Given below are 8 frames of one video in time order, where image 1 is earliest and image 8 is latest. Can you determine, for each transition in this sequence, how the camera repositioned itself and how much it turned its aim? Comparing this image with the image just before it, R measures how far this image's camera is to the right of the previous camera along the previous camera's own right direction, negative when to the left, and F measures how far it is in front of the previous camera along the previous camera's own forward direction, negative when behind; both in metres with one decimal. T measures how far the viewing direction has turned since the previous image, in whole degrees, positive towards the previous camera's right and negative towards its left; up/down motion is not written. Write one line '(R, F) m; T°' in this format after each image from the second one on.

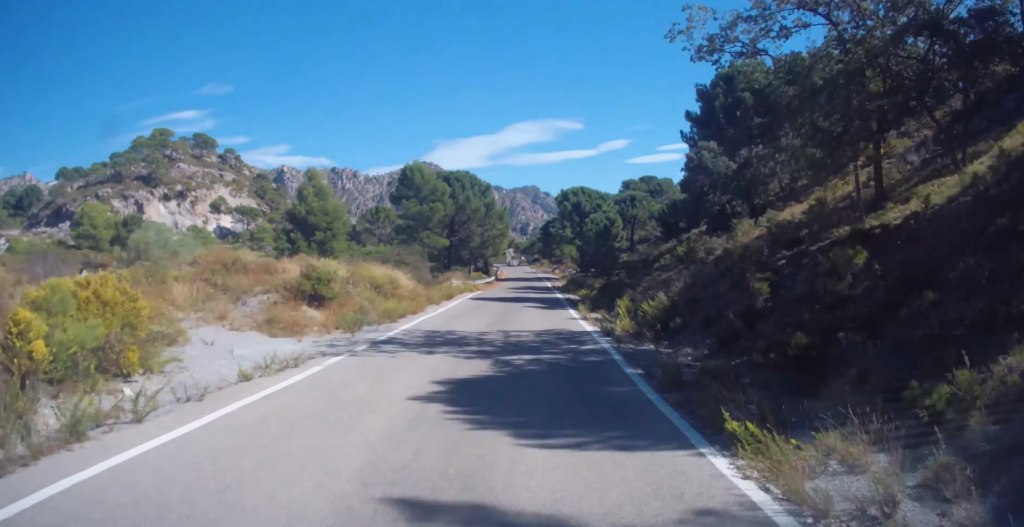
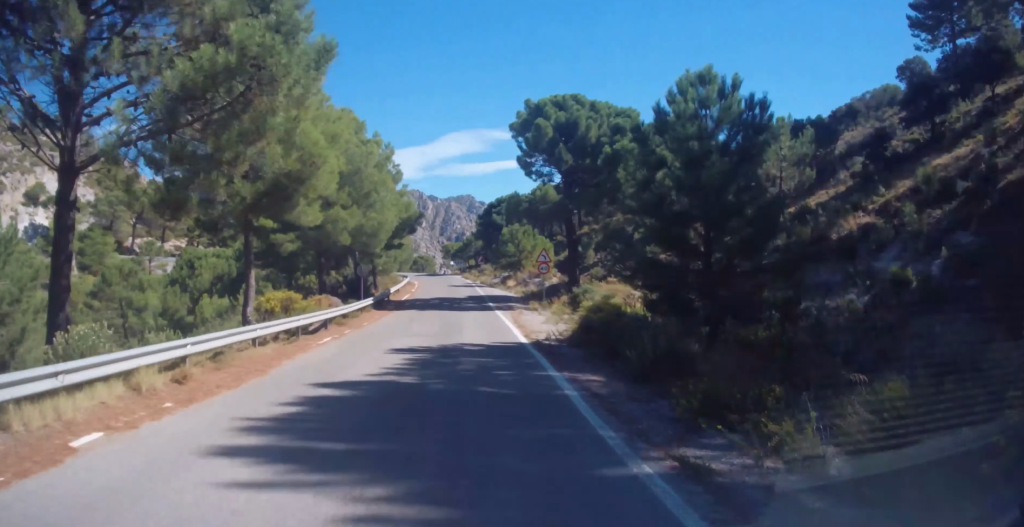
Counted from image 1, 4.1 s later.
(+0.8, +39.6) m; -10°
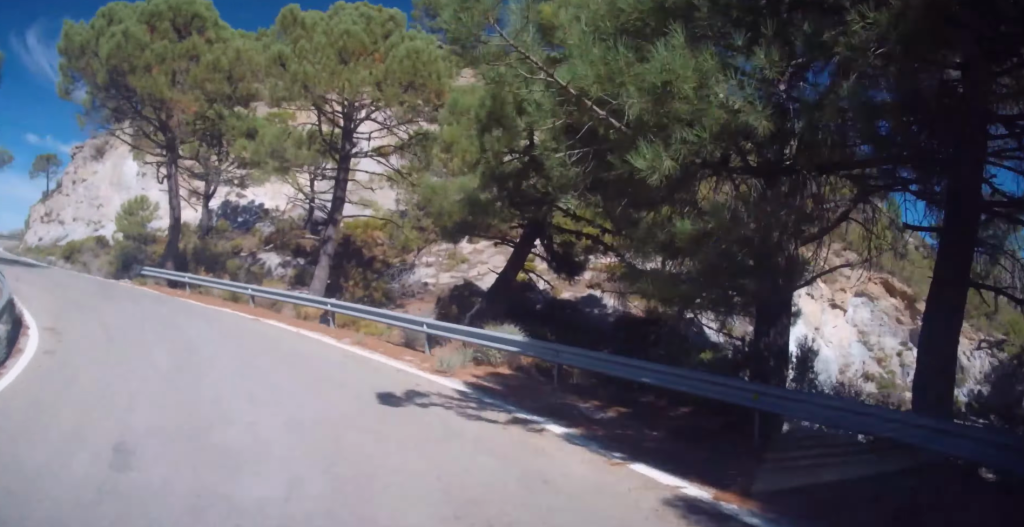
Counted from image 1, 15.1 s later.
(-36.1, +73.3) m; -76°
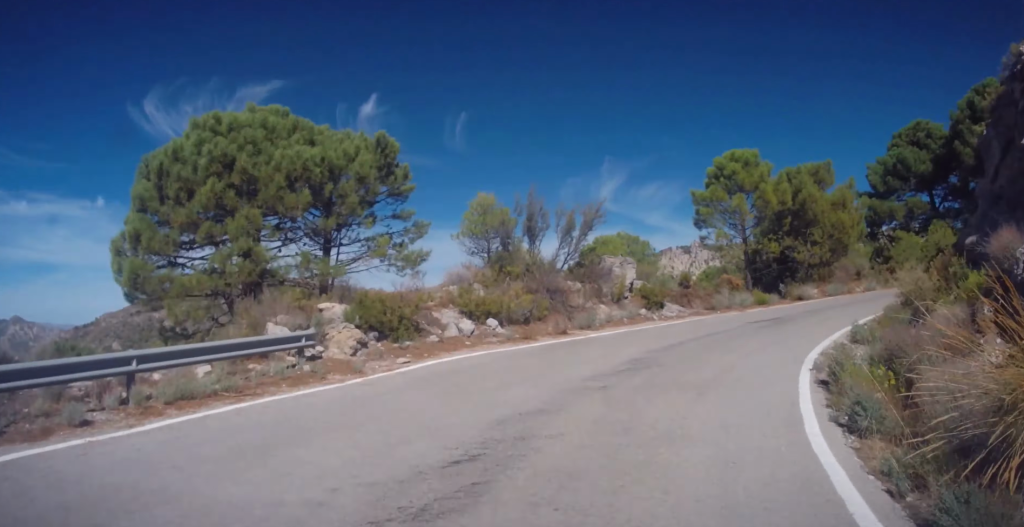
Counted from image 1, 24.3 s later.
(-13.7, +69.3) m; +22°
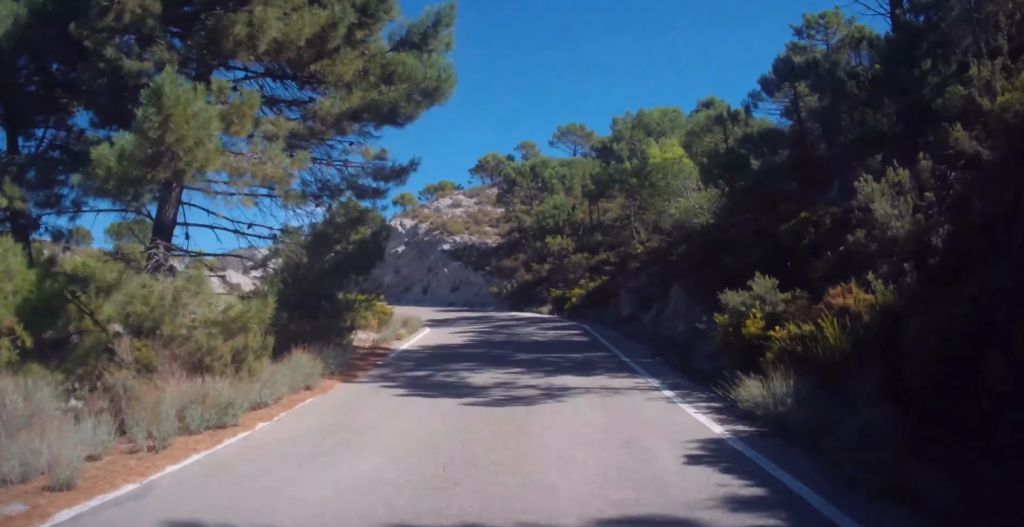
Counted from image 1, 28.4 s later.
(+17.3, +32.0) m; +22°
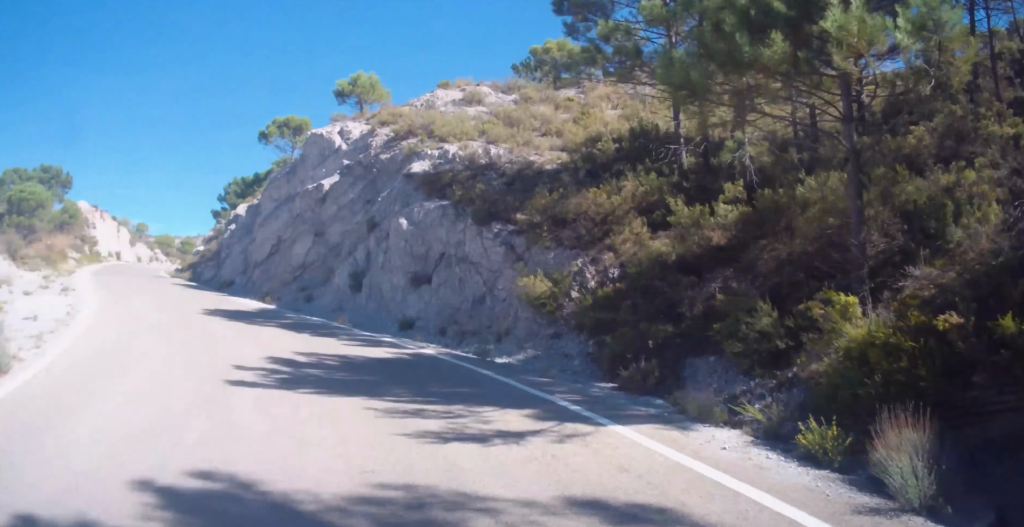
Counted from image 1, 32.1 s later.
(+3.5, +33.3) m; +10°
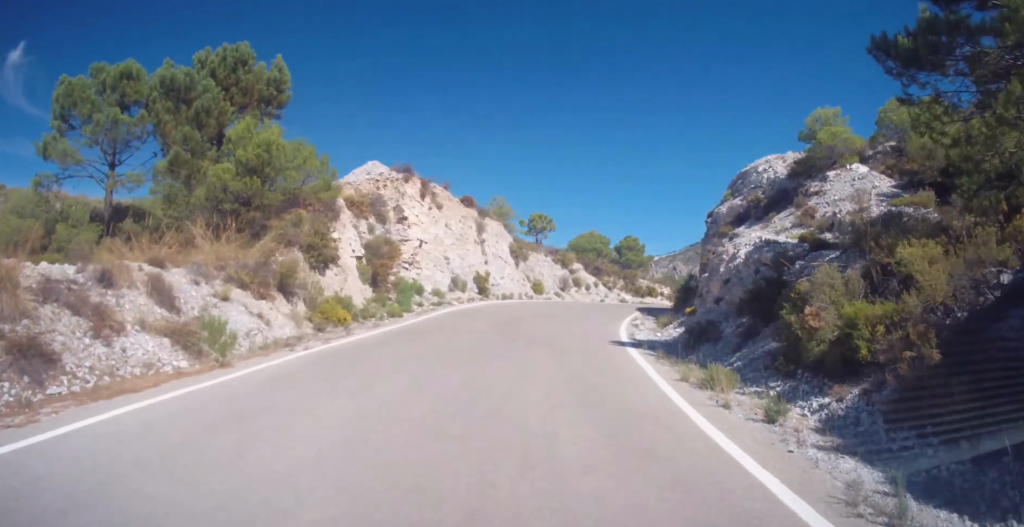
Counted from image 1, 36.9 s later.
(-1.7, +43.0) m; +6°
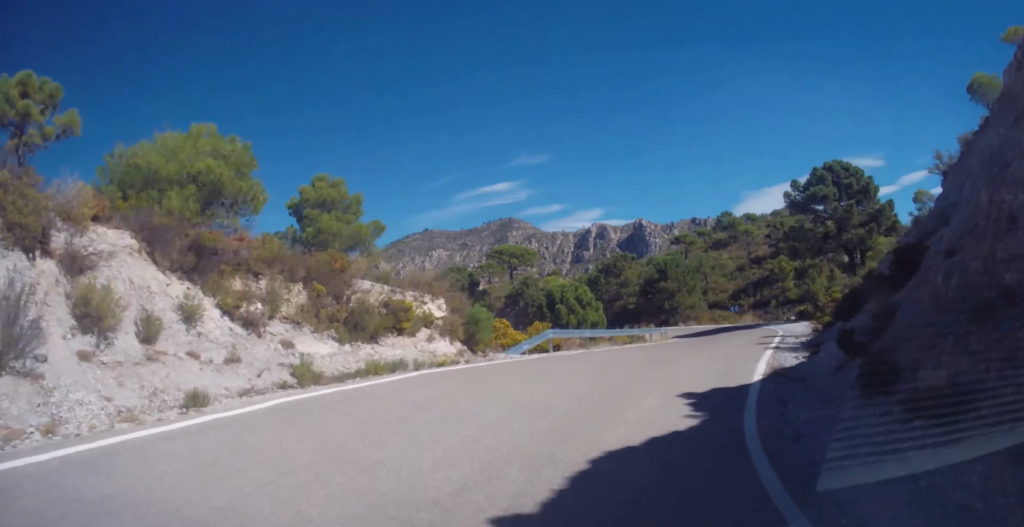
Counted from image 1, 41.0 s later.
(+7.6, +36.7) m; -8°
